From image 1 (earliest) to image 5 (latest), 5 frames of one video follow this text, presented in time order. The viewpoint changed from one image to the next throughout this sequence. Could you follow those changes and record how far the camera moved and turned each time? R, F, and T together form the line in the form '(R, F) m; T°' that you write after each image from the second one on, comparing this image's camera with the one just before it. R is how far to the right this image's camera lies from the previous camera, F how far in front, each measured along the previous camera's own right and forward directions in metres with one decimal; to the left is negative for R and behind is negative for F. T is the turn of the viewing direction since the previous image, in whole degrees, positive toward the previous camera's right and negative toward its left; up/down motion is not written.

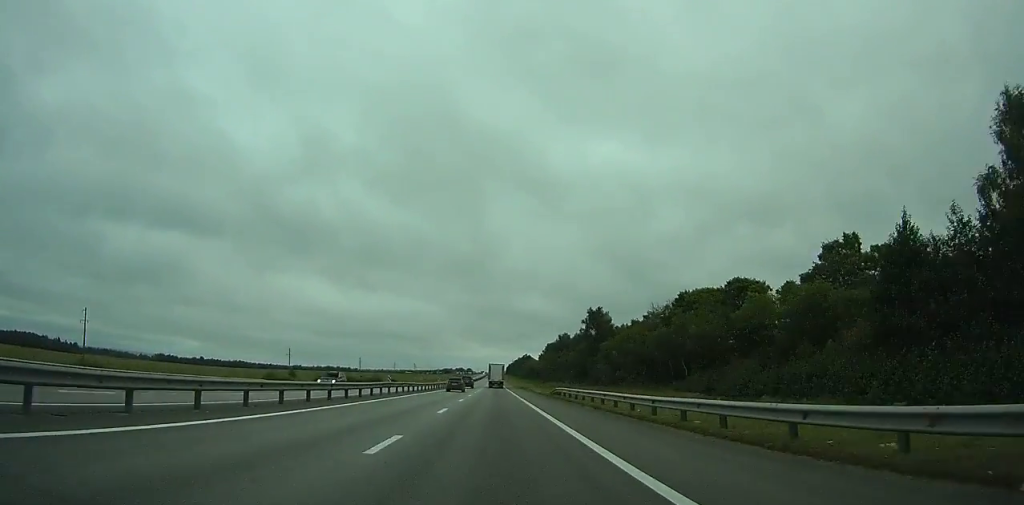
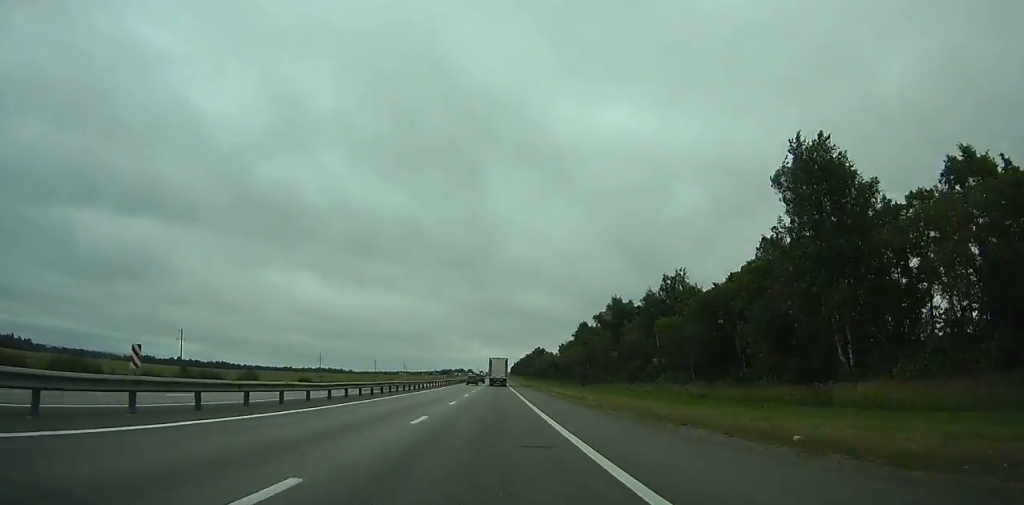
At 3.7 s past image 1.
(+0.3, +101.2) m; 0°
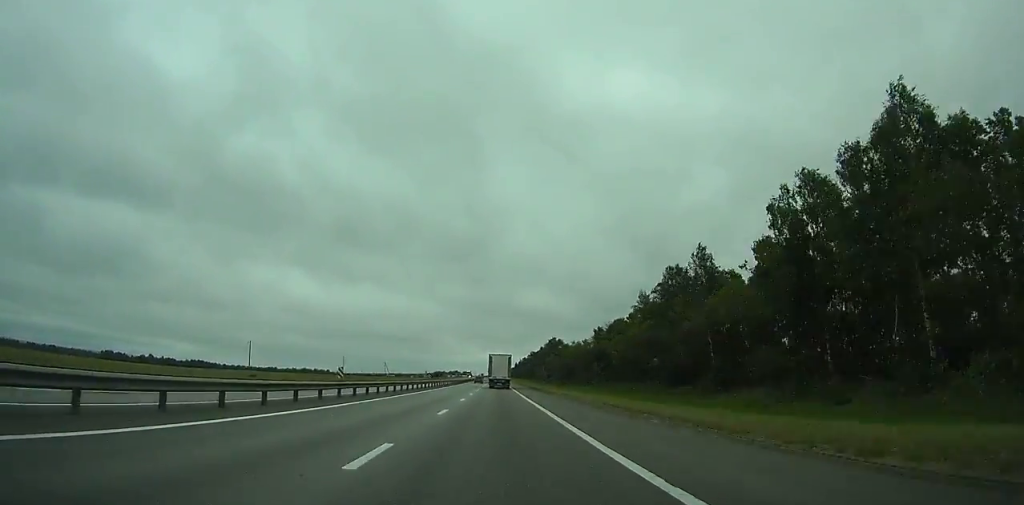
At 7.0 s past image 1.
(-0.1, +91.8) m; 0°
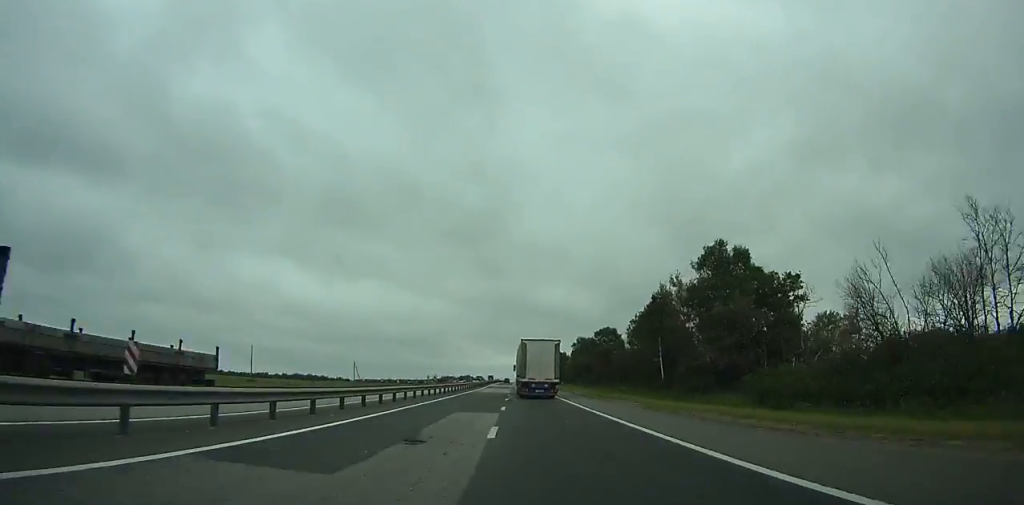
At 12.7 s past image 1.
(-0.9, +163.8) m; -1°
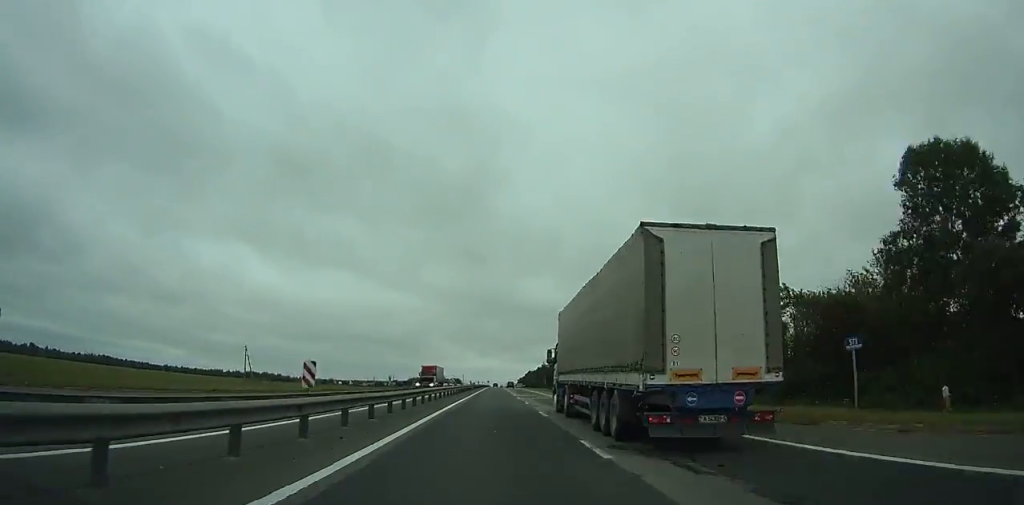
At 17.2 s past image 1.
(-0.3, +134.1) m; +1°
